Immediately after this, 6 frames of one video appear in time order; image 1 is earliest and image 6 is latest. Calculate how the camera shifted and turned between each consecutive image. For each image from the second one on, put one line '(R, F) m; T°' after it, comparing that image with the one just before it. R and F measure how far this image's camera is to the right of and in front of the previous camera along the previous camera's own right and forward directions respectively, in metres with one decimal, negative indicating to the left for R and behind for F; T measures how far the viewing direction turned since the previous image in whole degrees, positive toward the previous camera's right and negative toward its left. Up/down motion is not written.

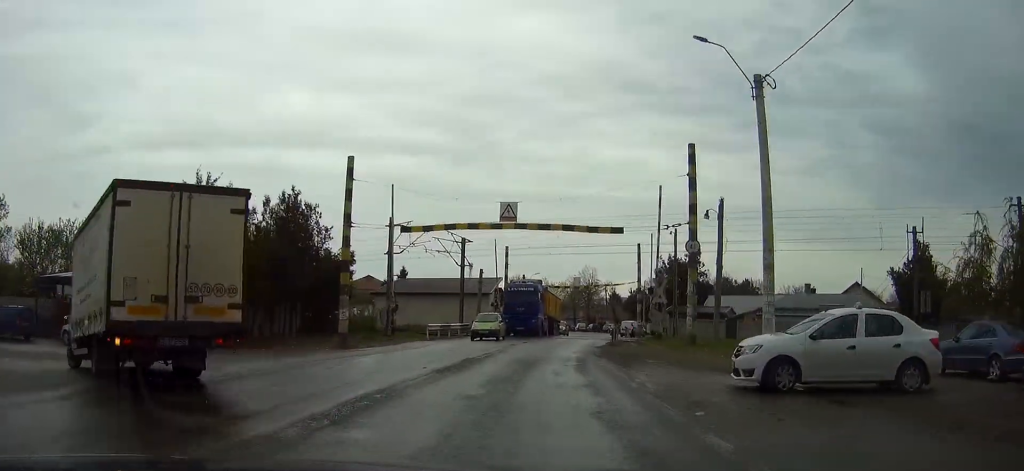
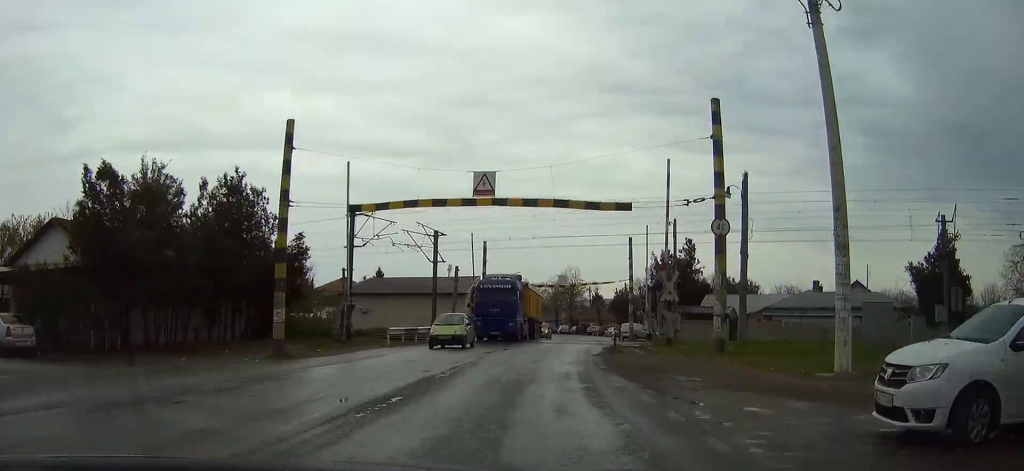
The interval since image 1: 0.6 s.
(+0.2, +6.2) m; +1°
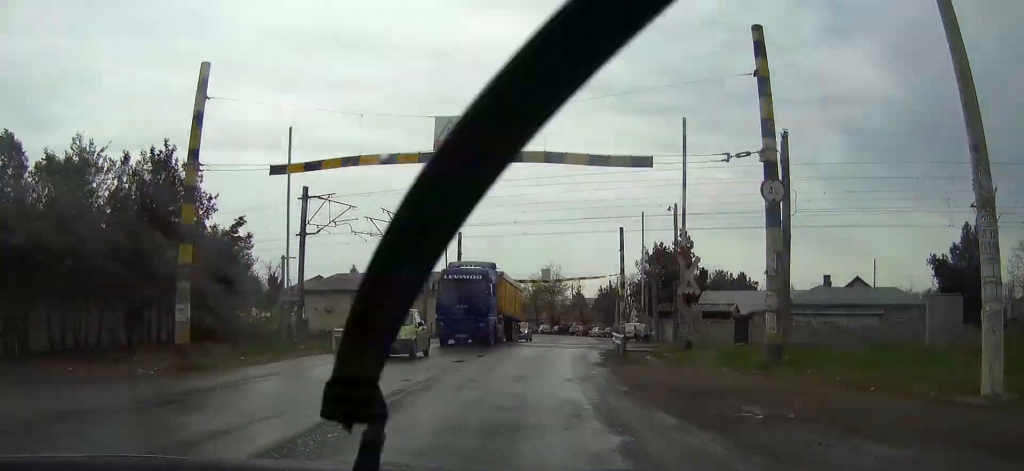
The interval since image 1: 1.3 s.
(+0.1, +6.0) m; +2°
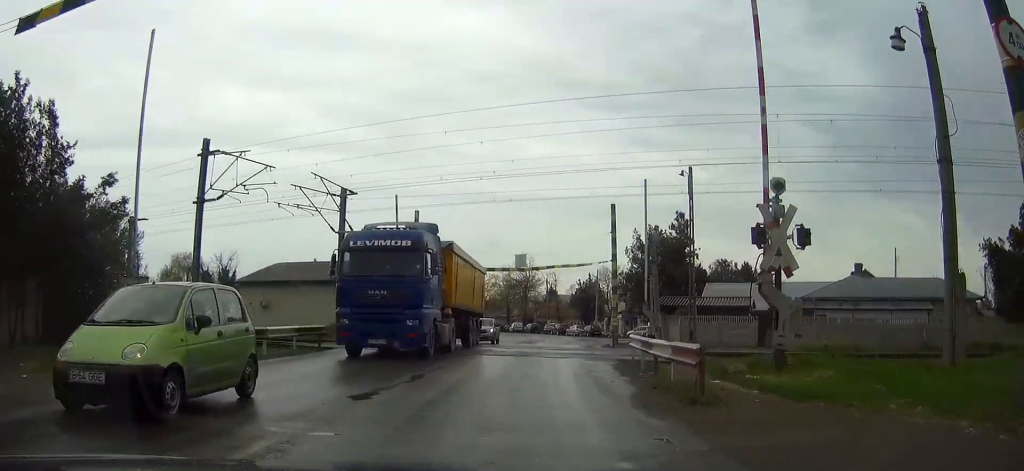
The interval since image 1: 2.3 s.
(+0.2, +9.3) m; +3°
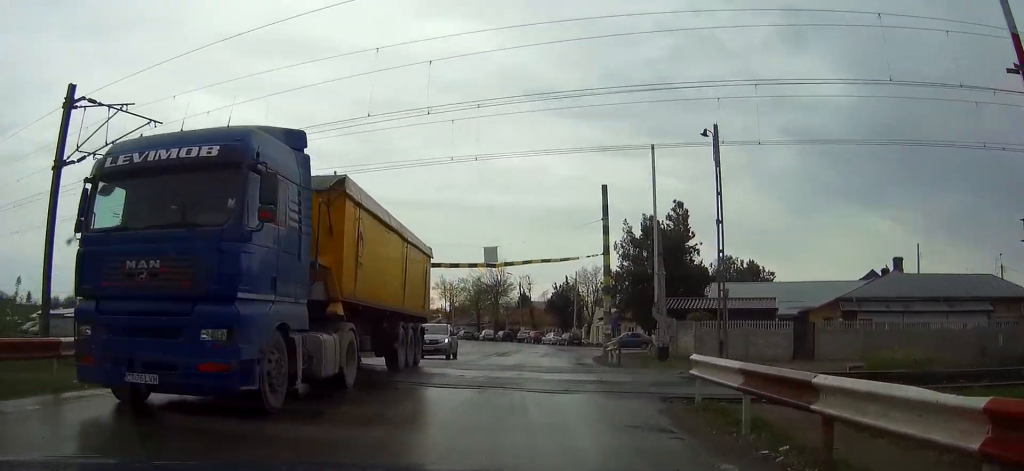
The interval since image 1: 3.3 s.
(+0.3, +8.0) m; +2°
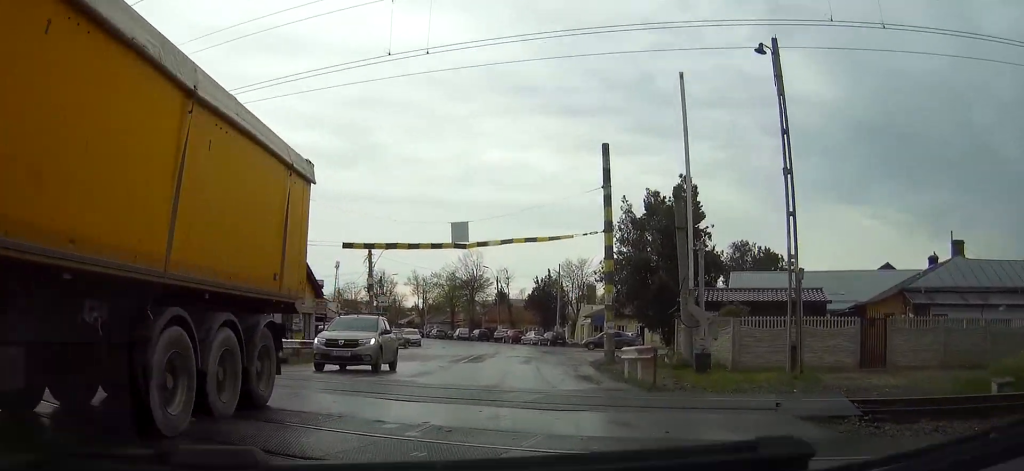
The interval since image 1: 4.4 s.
(+0.1, +8.3) m; +2°
